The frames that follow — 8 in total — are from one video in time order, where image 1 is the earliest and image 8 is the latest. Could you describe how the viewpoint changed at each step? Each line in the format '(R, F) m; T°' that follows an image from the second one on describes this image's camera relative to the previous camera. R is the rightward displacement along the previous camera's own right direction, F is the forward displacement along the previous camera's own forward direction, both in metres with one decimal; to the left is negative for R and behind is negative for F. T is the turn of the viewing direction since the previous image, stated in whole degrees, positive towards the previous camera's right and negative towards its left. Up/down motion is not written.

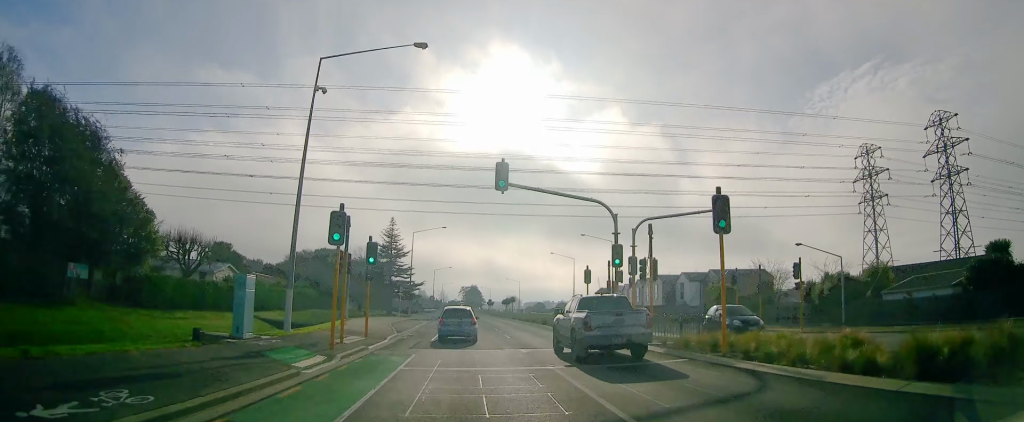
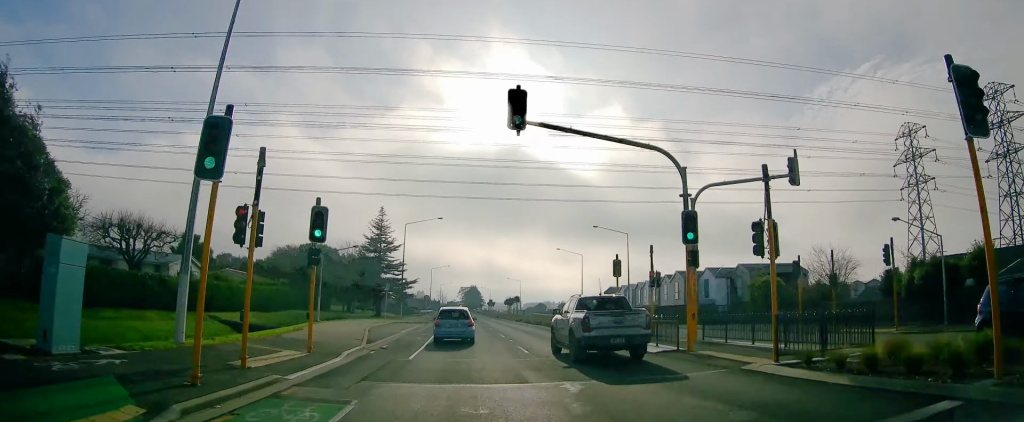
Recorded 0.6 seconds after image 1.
(-0.8, +9.3) m; 0°
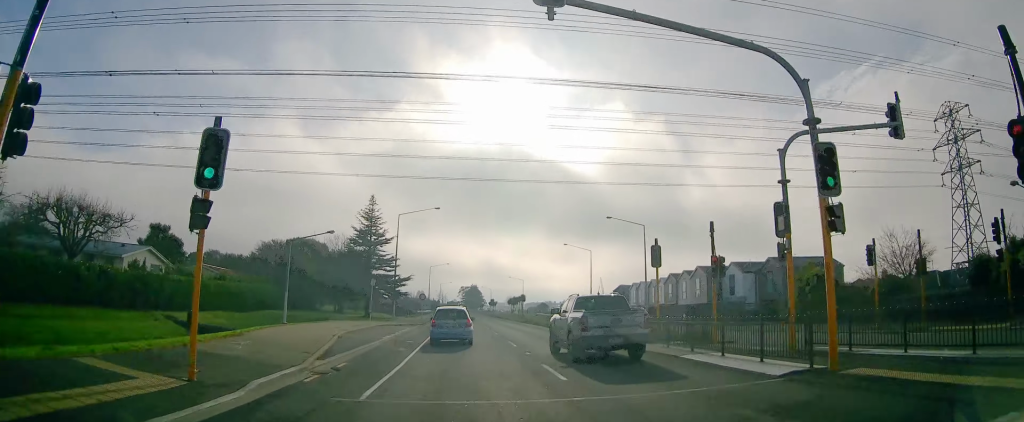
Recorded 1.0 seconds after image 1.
(-0.1, +7.1) m; 0°
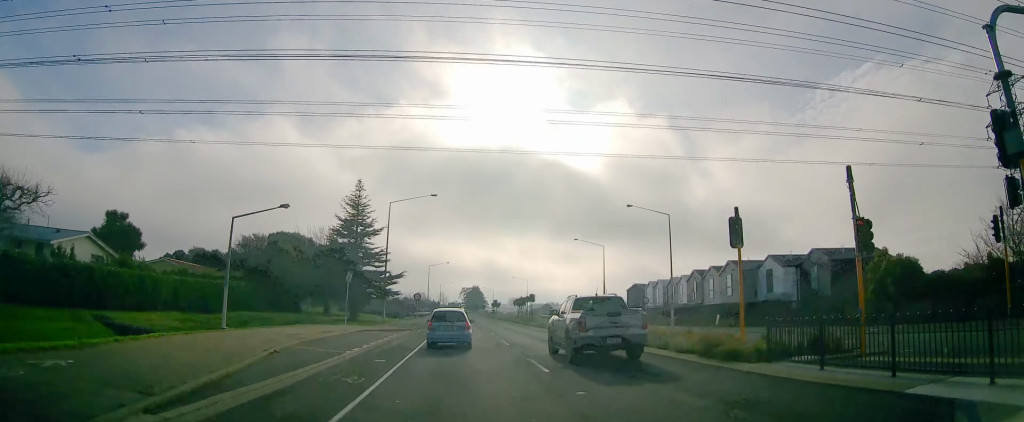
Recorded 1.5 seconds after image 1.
(+0.6, +8.3) m; 0°
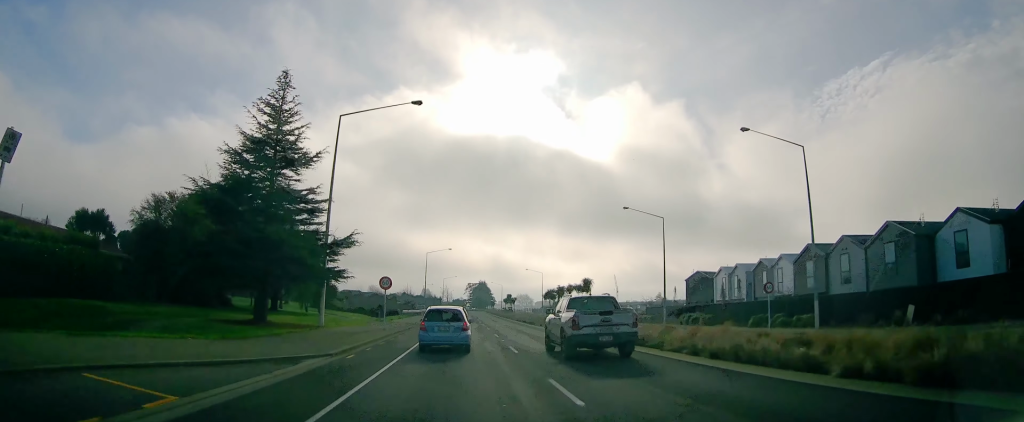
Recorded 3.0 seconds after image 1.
(-0.4, +24.8) m; 0°
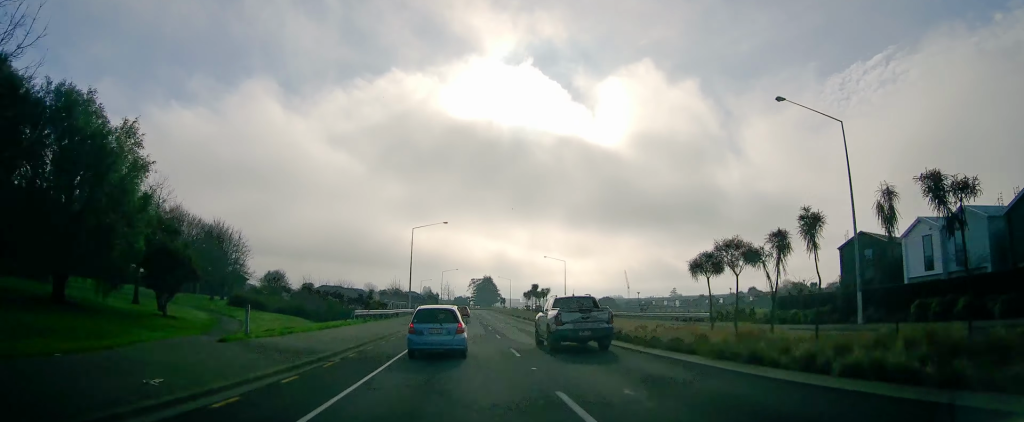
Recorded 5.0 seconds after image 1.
(-0.3, +32.5) m; 0°
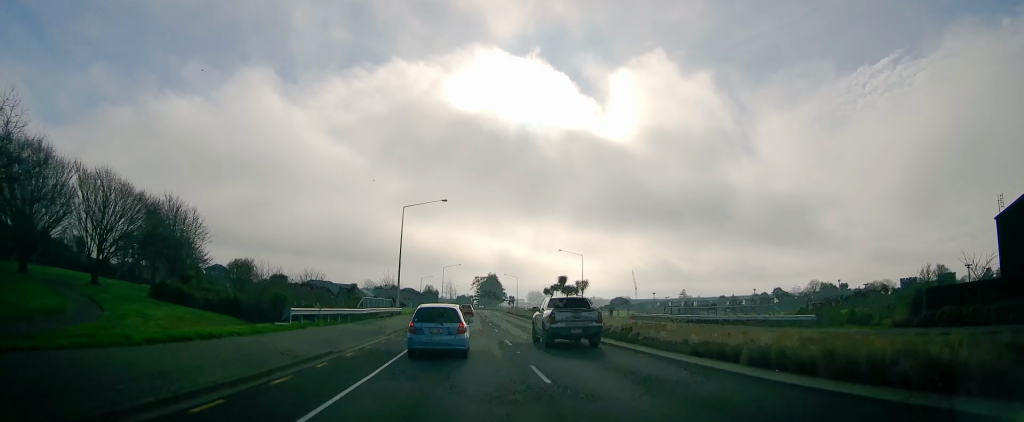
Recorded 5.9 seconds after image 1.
(+0.9, +15.8) m; 0°
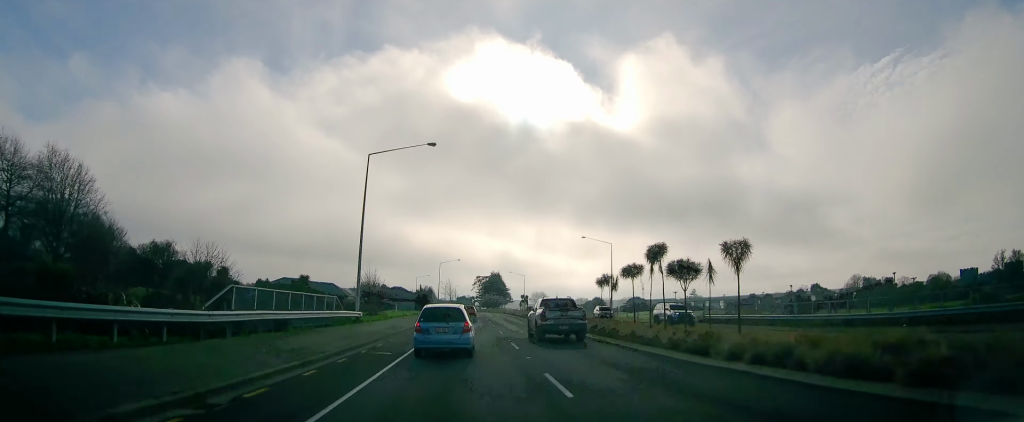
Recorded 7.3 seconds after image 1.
(-1.3, +22.4) m; -1°
